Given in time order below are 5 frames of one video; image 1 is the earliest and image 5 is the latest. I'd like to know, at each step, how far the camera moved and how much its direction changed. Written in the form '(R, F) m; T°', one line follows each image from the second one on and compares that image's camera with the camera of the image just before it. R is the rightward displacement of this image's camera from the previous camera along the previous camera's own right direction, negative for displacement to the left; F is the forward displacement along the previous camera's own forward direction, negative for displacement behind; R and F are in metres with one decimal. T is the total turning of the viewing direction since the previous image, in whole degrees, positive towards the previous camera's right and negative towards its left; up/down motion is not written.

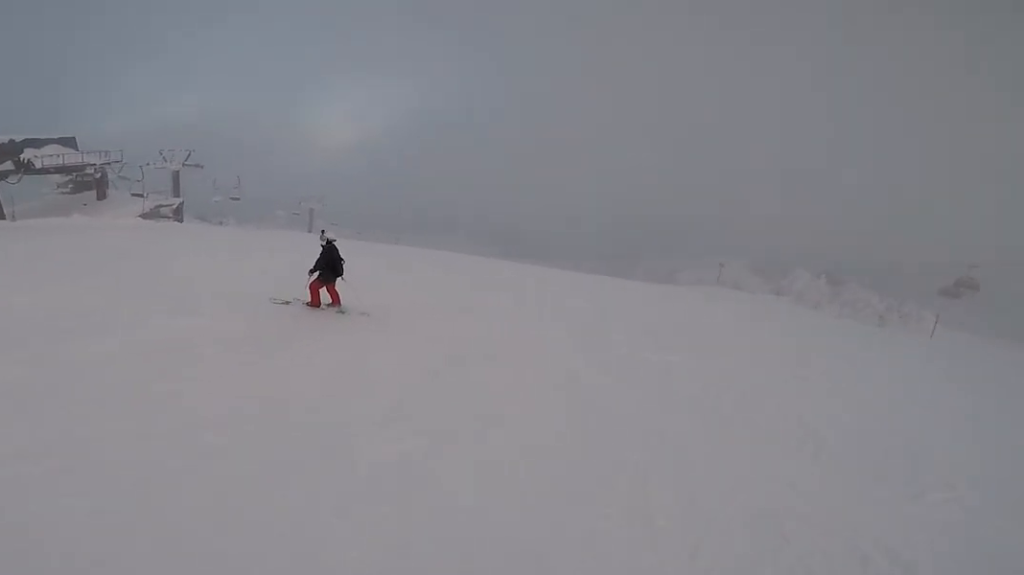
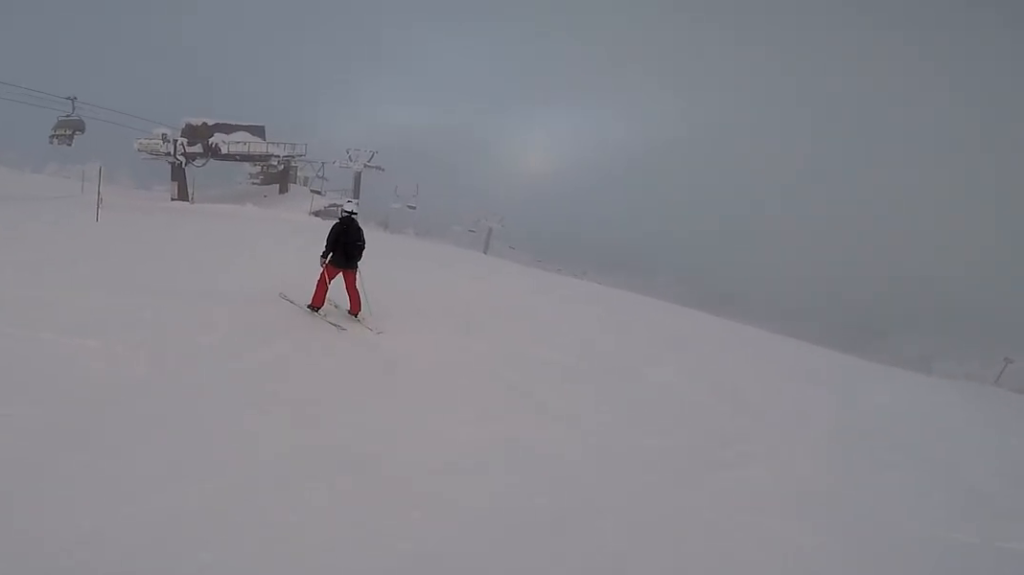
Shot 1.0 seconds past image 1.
(-0.2, +4.0) m; -23°
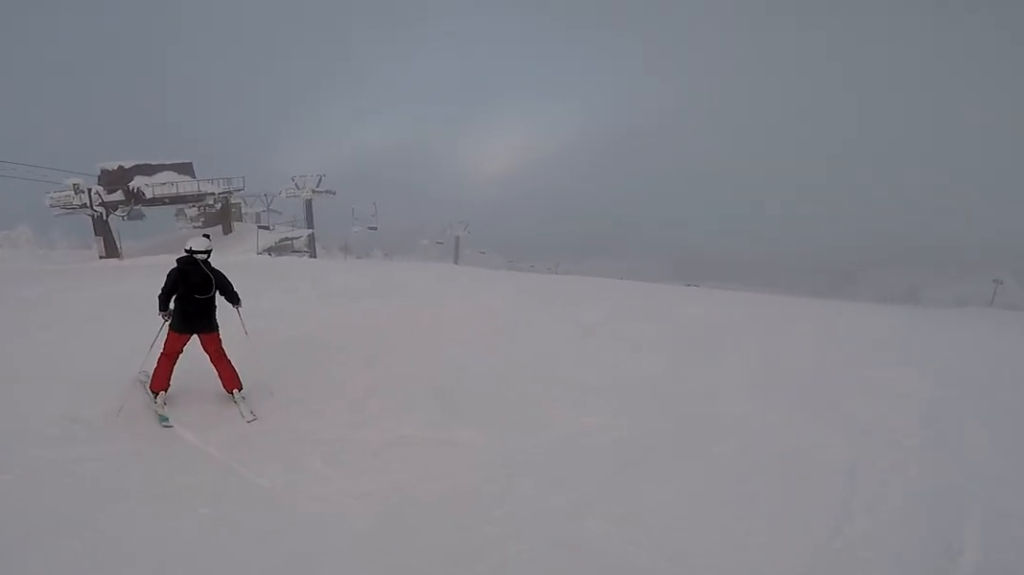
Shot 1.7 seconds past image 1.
(-1.2, +2.8) m; -12°
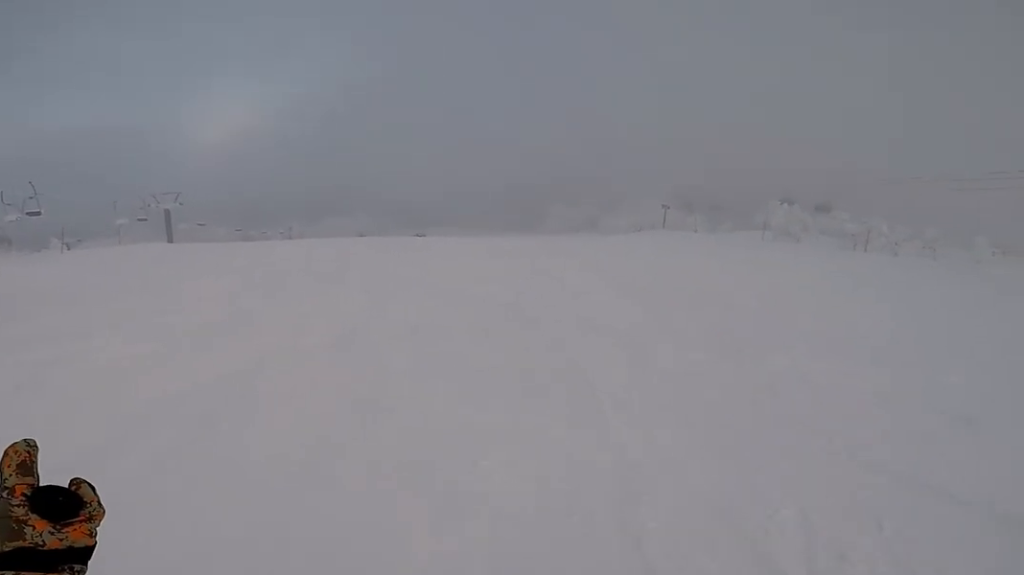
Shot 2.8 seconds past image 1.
(+0.4, +5.3) m; +21°
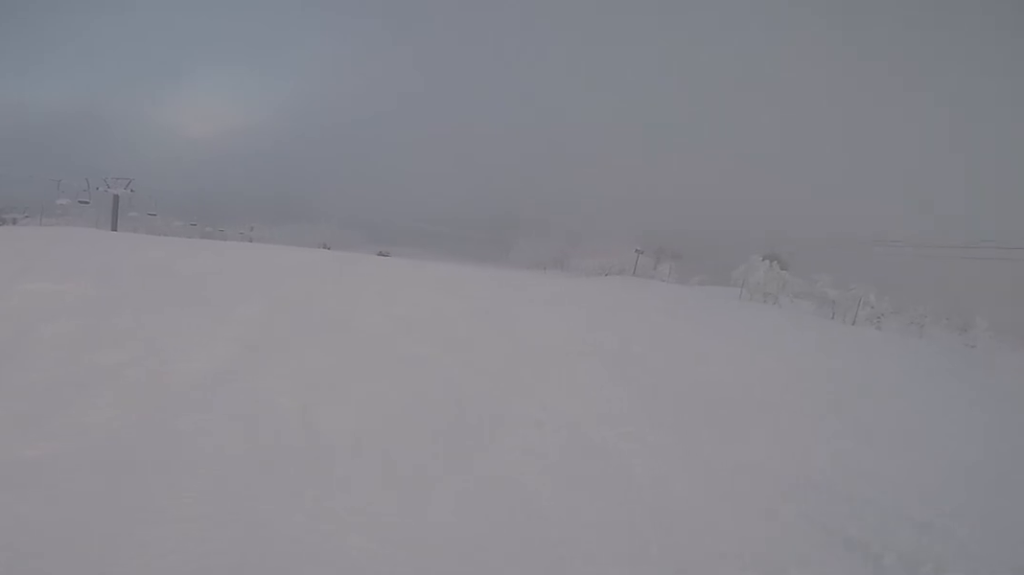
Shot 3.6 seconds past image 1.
(+0.9, +3.1) m; +1°
